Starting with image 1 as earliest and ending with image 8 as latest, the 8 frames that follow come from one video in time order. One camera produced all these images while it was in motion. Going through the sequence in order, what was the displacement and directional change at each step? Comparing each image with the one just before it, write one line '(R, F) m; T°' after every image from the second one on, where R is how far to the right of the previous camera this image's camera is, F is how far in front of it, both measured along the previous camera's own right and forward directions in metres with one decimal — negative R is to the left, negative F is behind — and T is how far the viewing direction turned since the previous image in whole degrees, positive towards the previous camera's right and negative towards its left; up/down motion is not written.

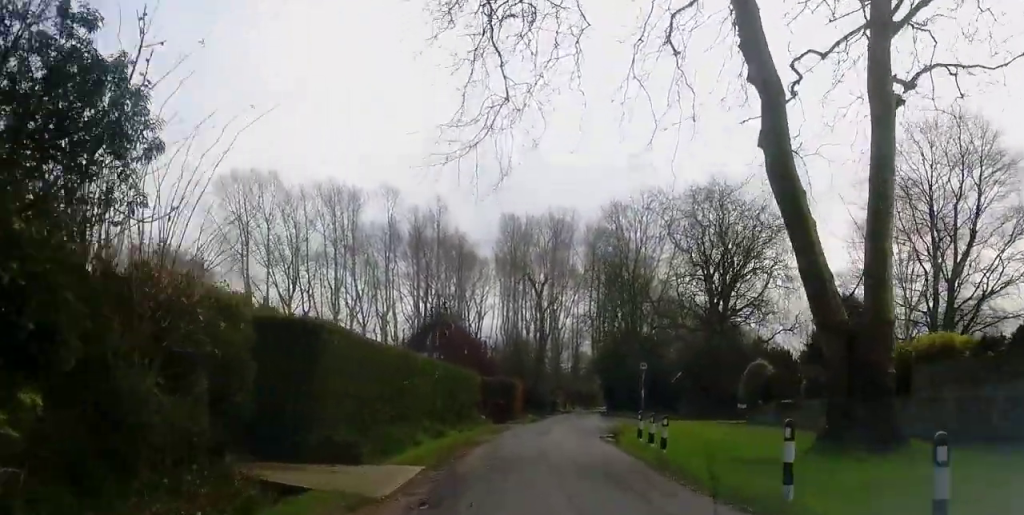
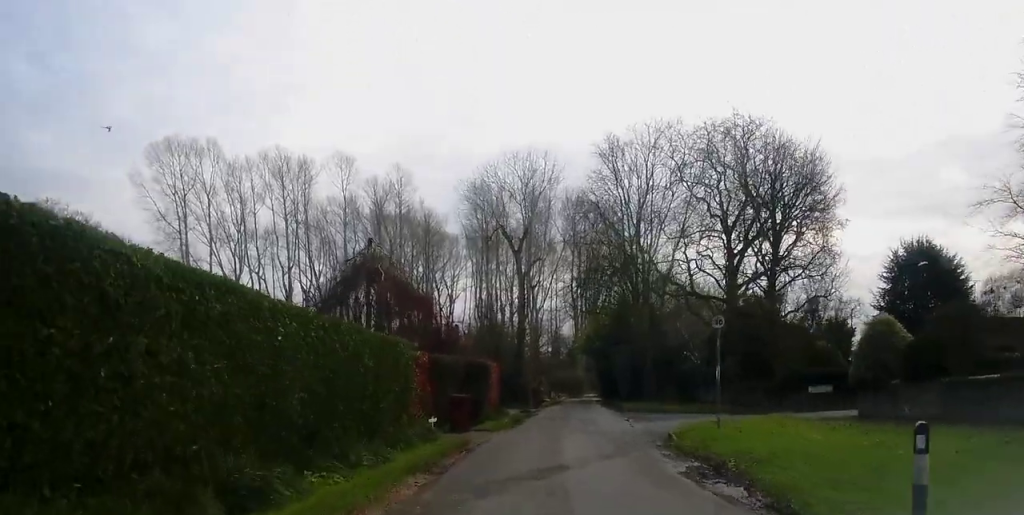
(0.0, +15.3) m; +3°
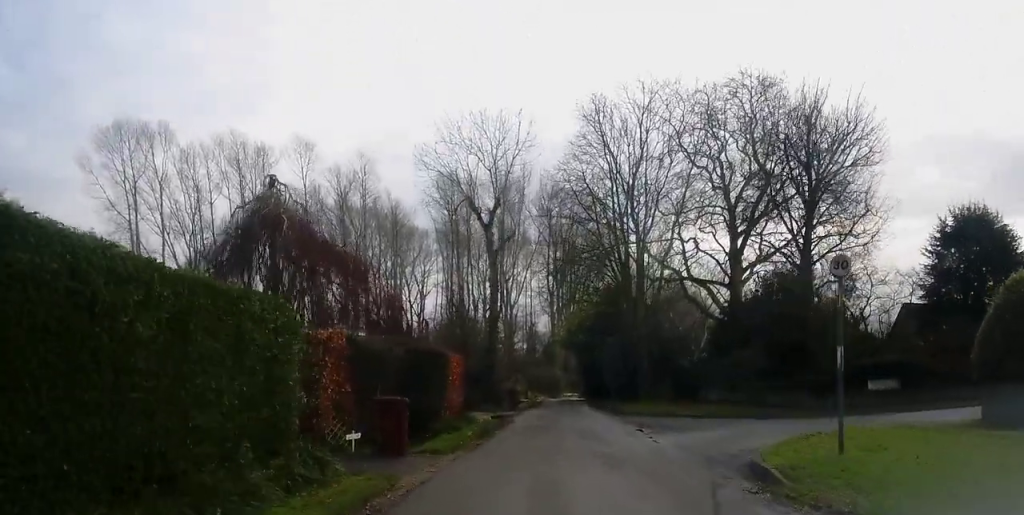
(+0.4, +8.3) m; +3°
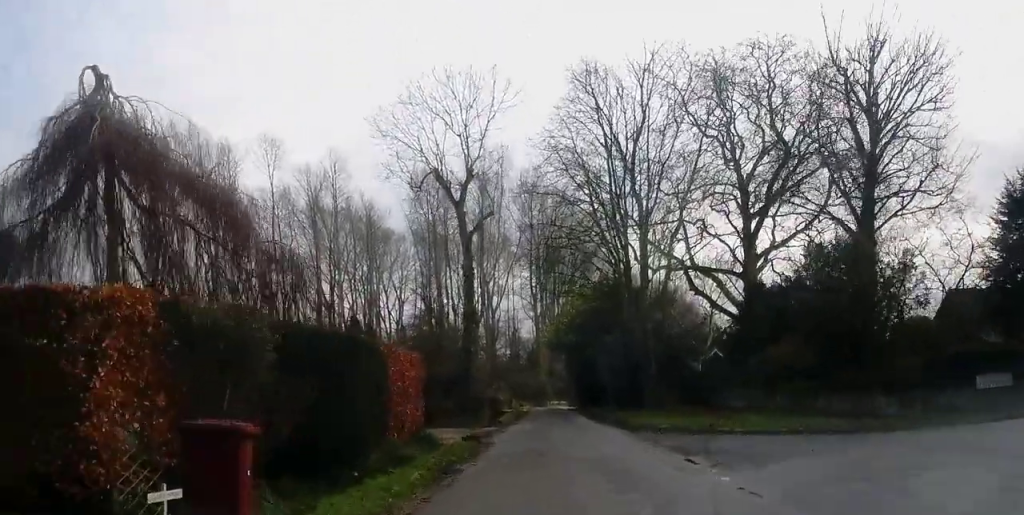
(0.0, +7.6) m; +1°
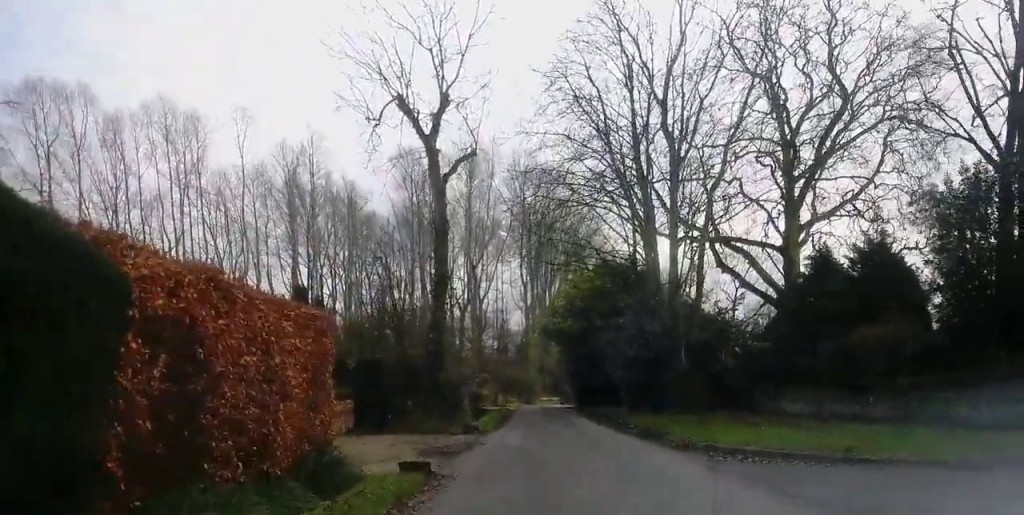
(+0.2, +9.1) m; +1°
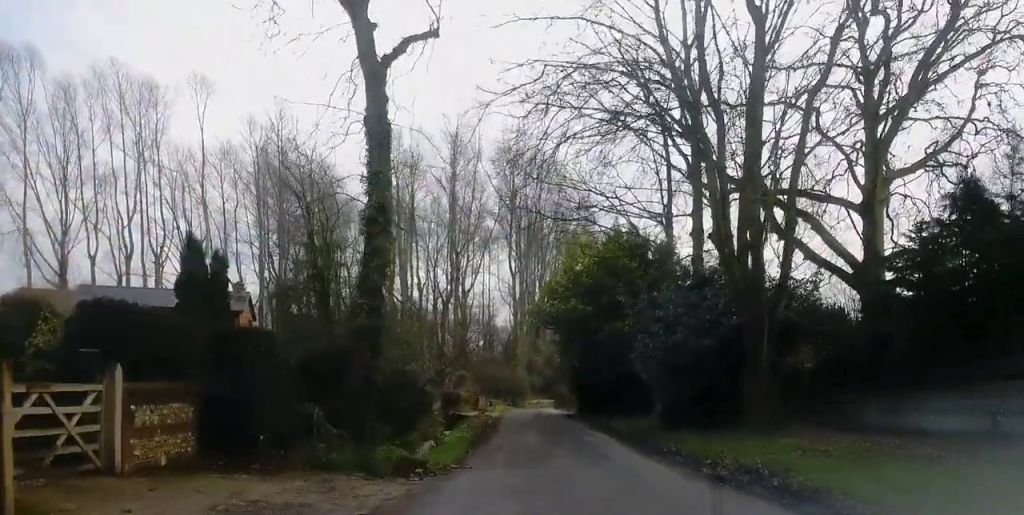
(0.0, +10.9) m; 0°
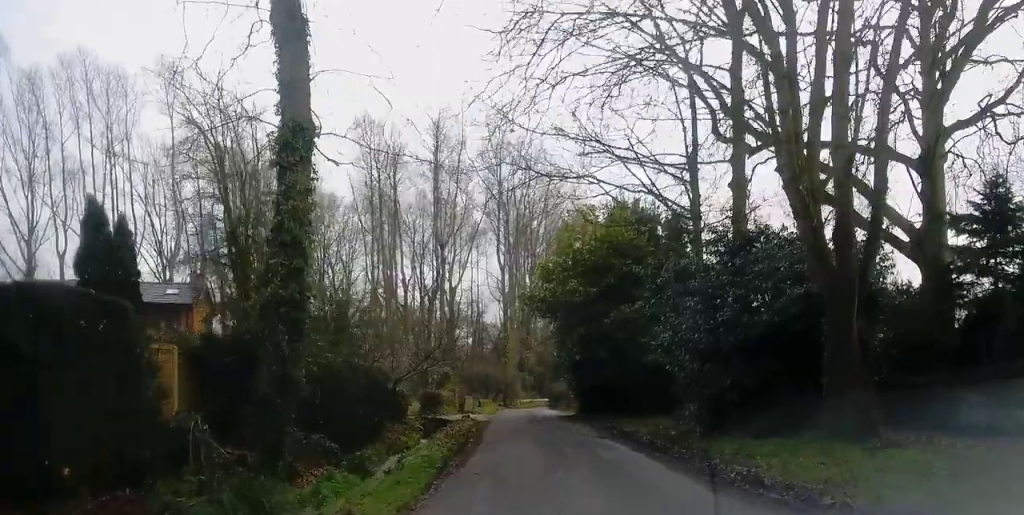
(0.0, +5.6) m; 0°
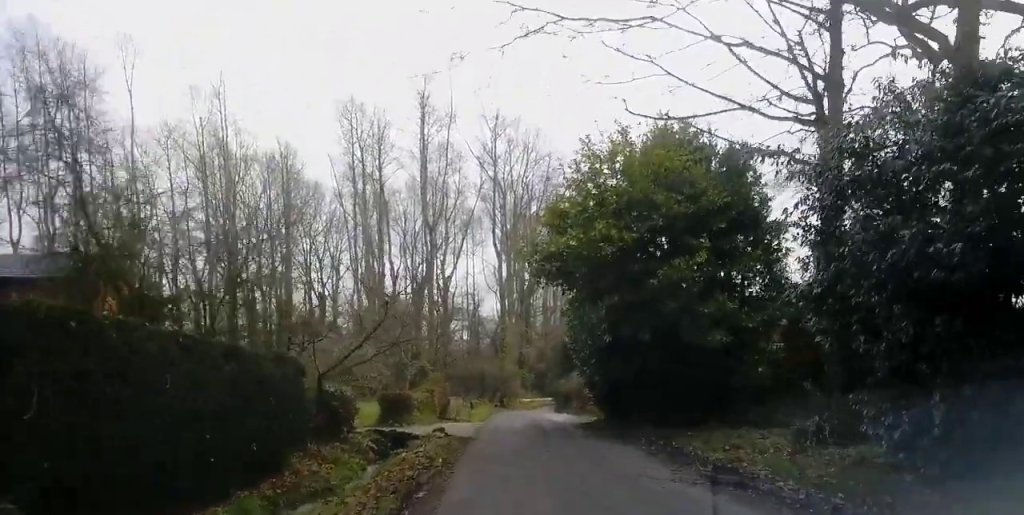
(0.0, +10.2) m; 0°
